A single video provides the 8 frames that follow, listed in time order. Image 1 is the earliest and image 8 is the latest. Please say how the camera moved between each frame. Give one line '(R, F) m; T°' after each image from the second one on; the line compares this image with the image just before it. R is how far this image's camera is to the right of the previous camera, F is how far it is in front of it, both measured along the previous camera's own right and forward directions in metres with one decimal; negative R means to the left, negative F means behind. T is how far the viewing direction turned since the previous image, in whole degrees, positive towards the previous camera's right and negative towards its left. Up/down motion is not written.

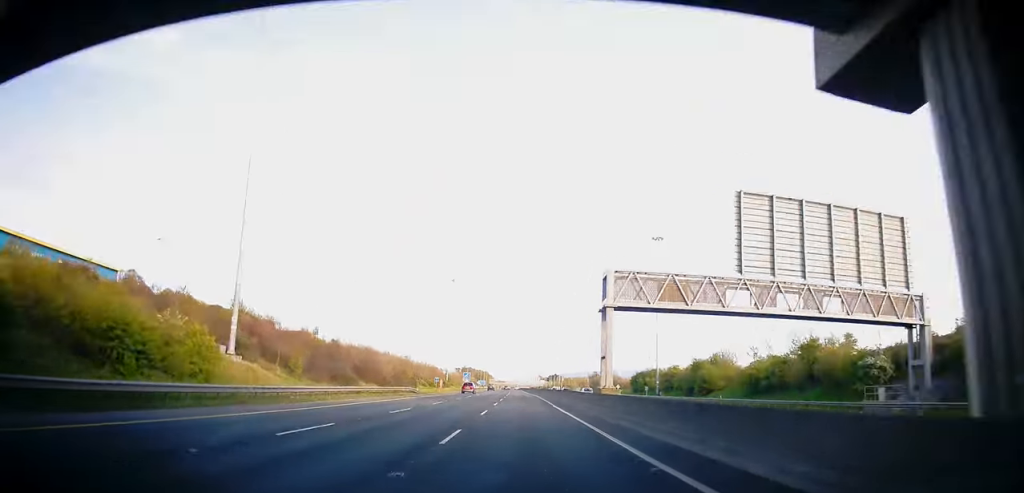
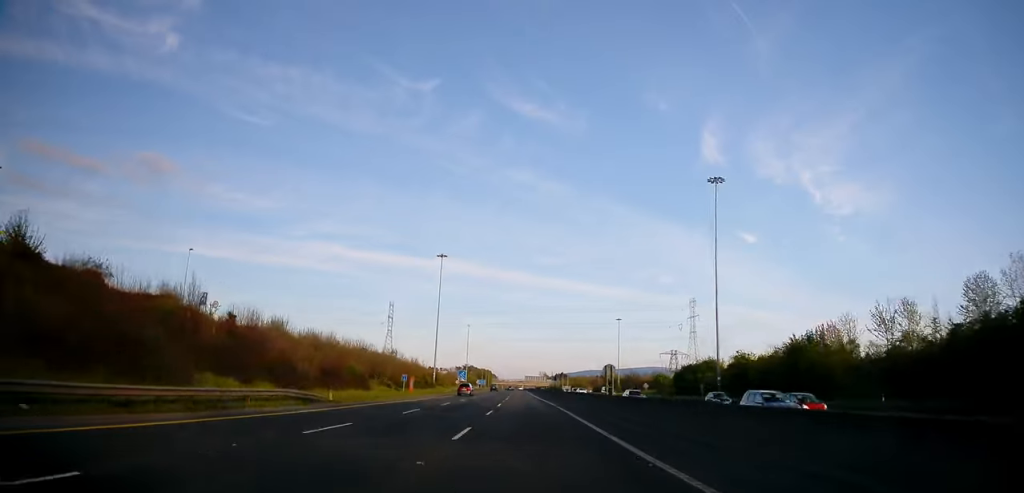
(-0.3, +34.2) m; -1°
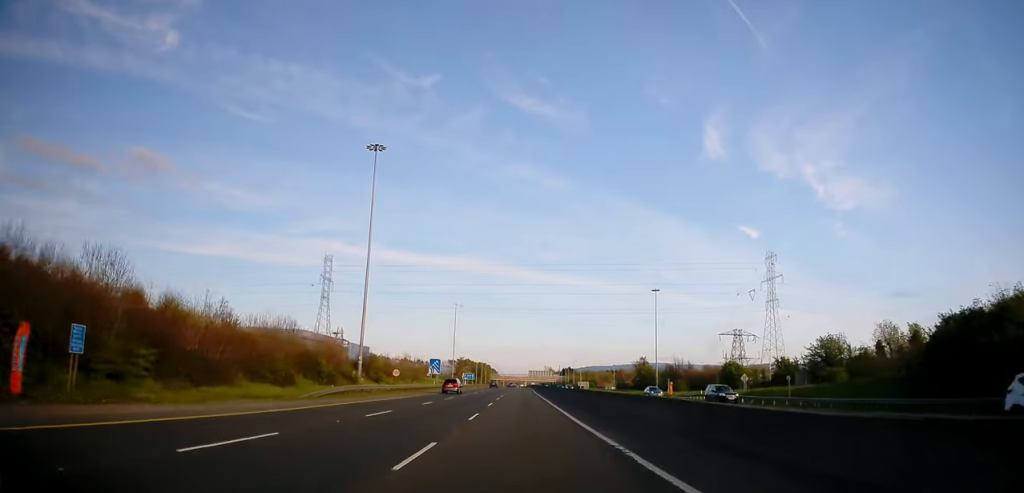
(-0.5, +66.0) m; -1°
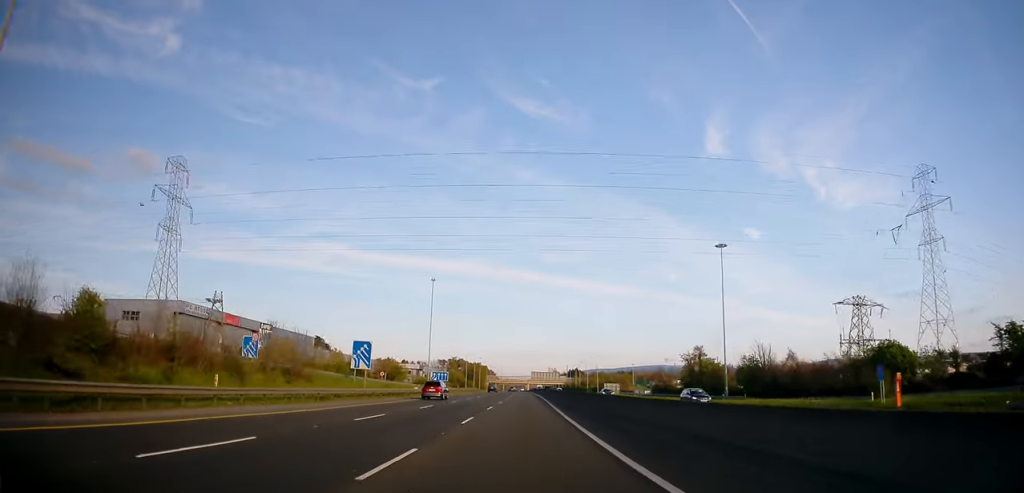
(-0.2, +60.1) m; 0°
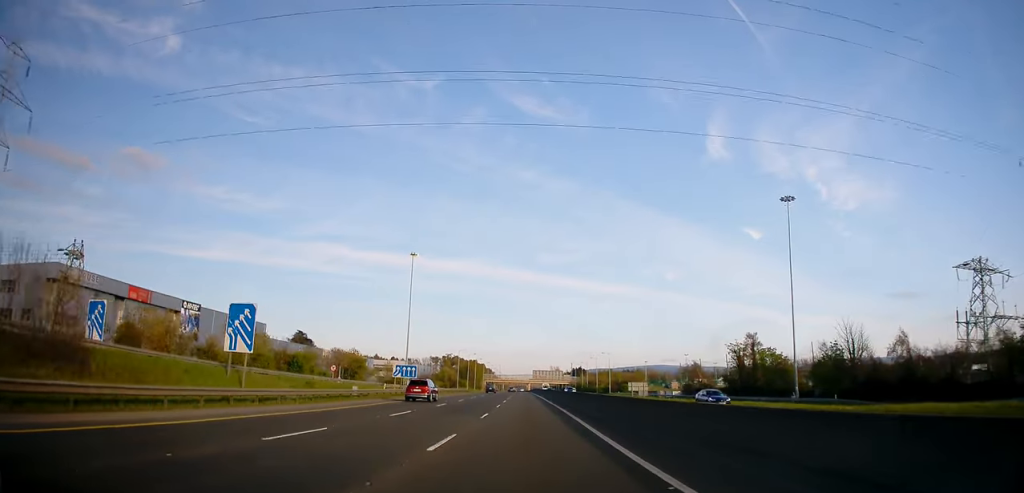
(0.0, +32.5) m; 0°
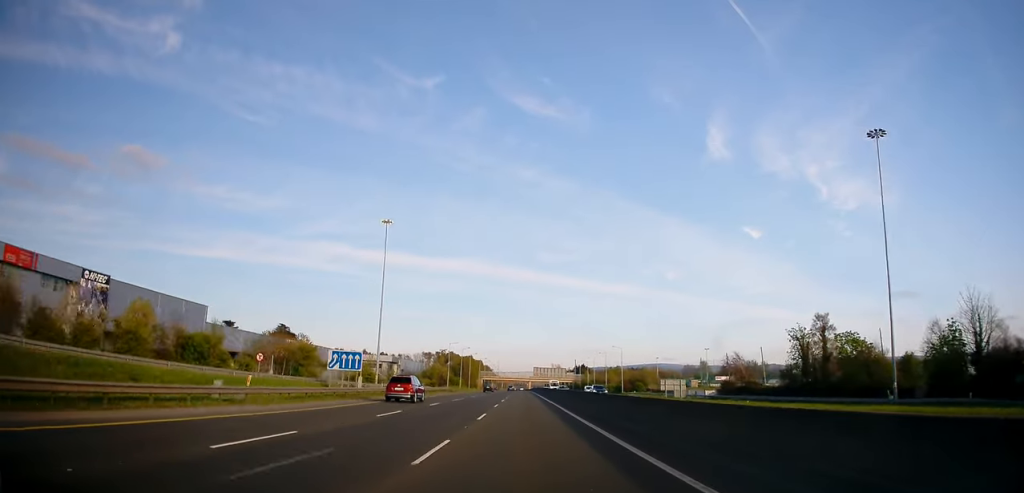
(+0.3, +25.5) m; 0°
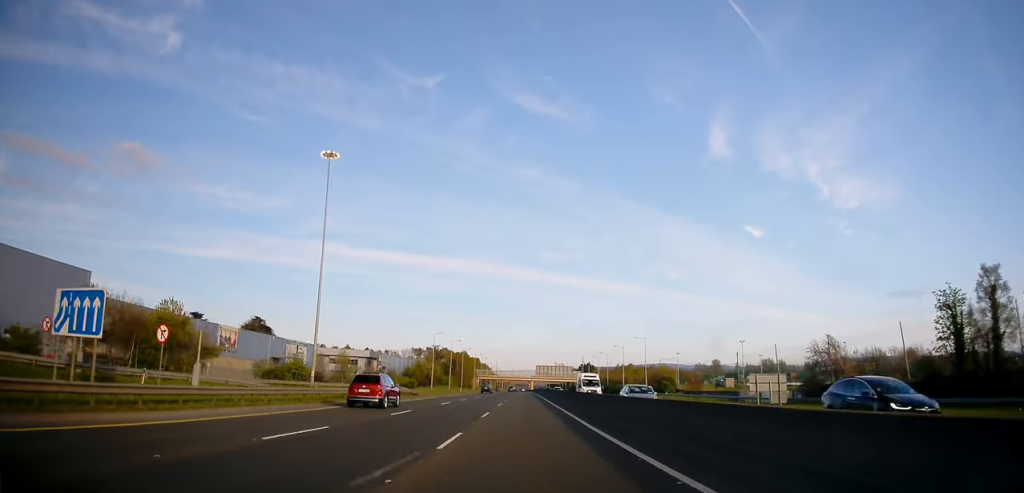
(-0.4, +32.7) m; -1°
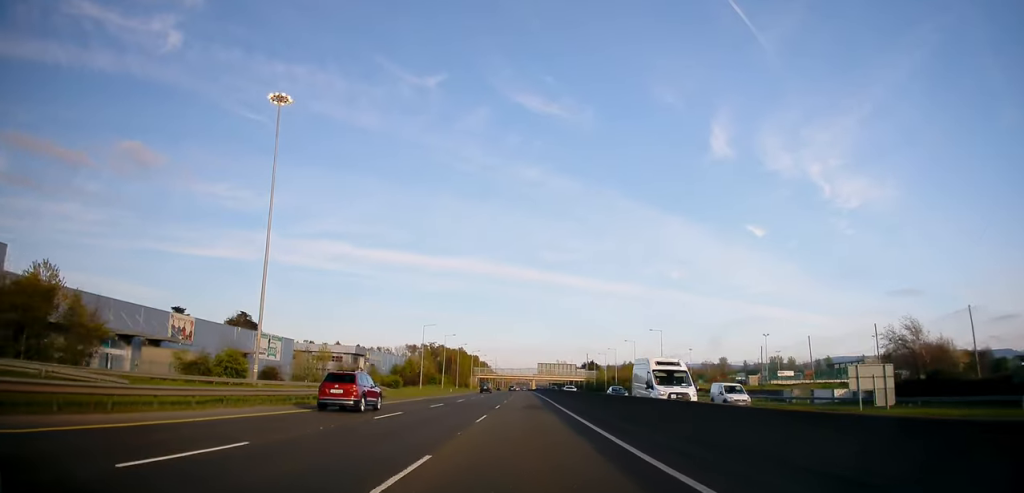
(0.0, +17.2) m; 0°
